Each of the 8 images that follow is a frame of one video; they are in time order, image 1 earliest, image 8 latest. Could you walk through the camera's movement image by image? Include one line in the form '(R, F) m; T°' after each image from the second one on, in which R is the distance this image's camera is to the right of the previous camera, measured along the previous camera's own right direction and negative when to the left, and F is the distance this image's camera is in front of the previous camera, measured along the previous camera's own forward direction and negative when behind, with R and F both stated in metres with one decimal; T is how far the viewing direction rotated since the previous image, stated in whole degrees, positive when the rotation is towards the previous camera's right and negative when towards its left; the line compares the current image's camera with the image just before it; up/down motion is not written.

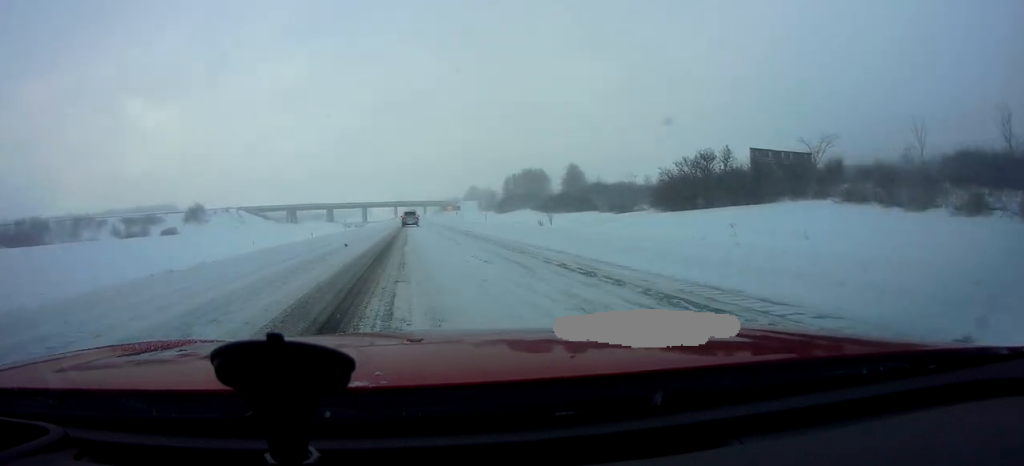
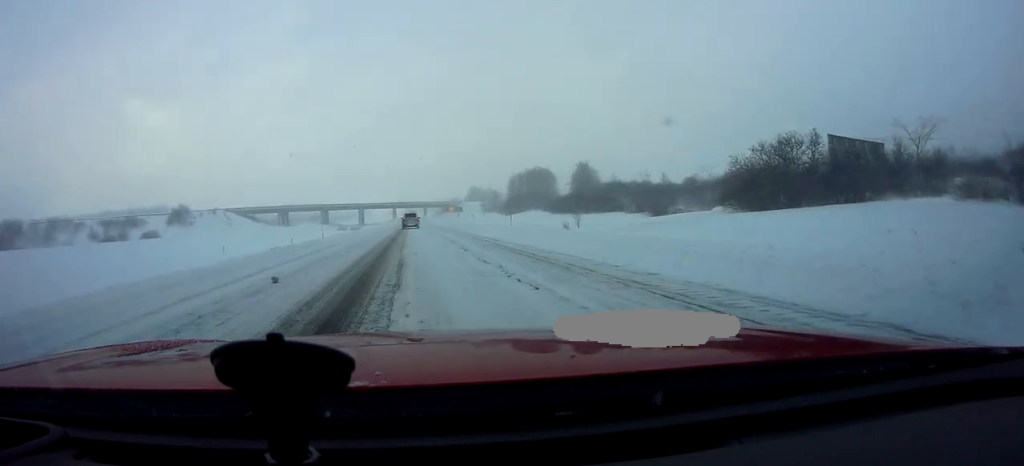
(-0.1, +12.7) m; +1°
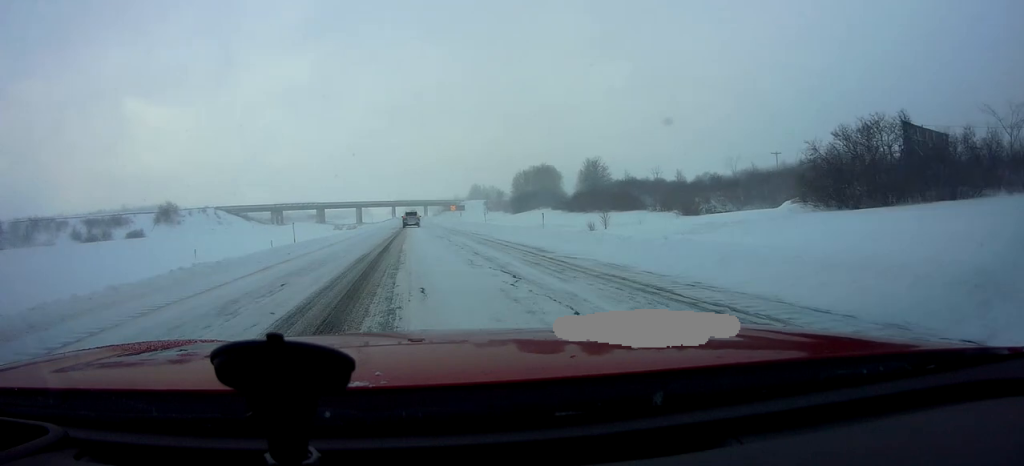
(+0.3, +9.1) m; +1°
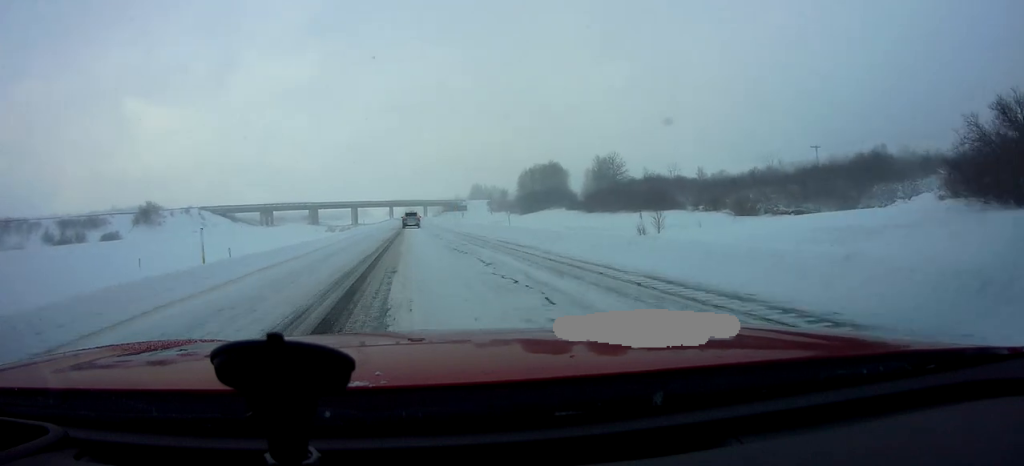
(0.0, +12.5) m; -1°
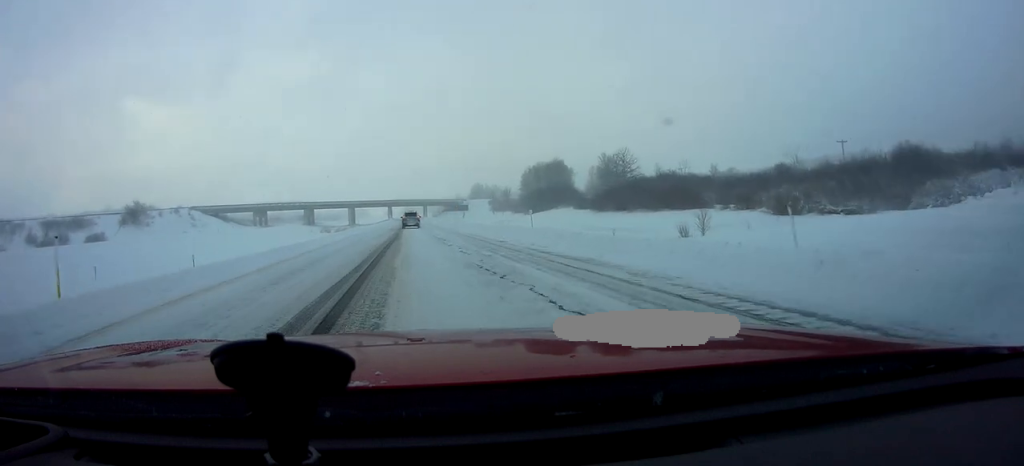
(+0.1, +7.1) m; -1°
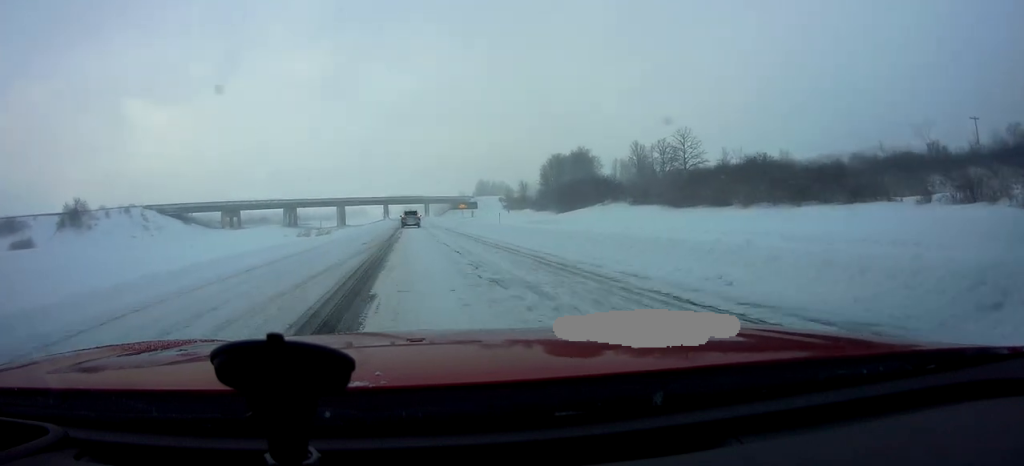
(-0.2, +28.9) m; +1°
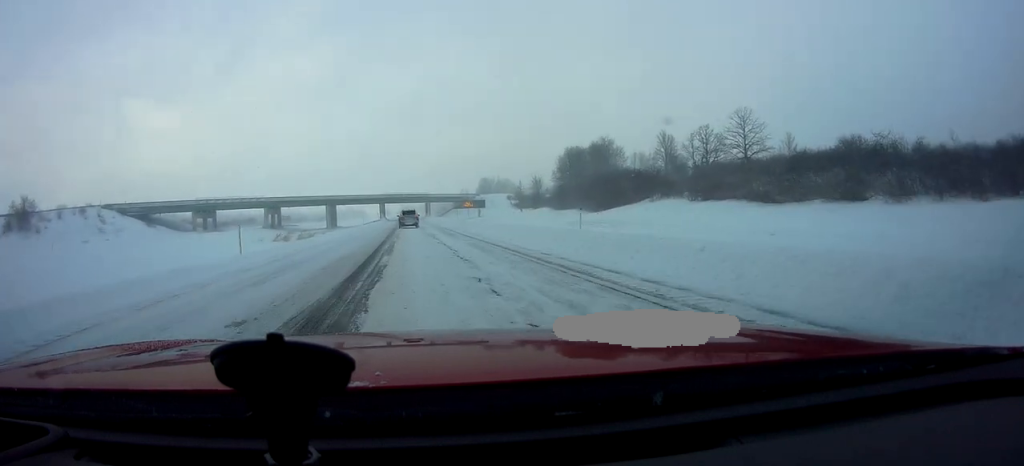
(+0.2, +19.6) m; +1°
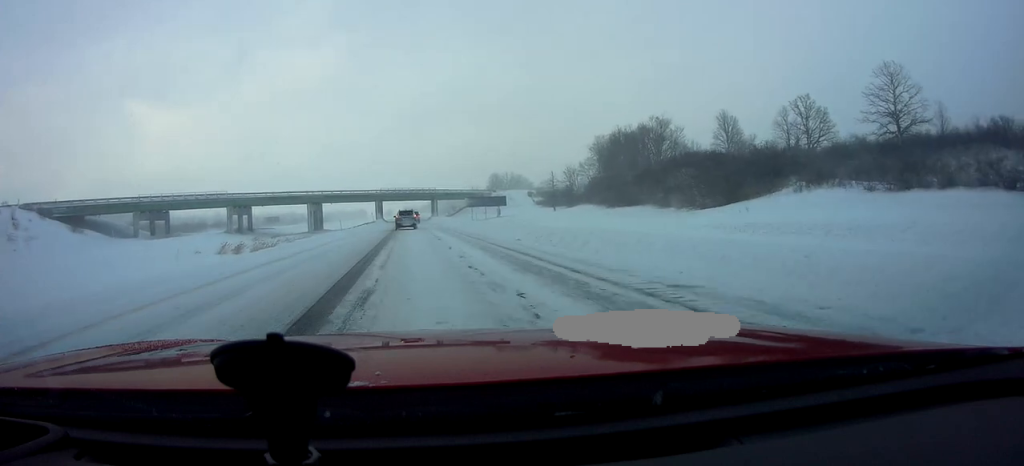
(0.0, +29.9) m; 0°
